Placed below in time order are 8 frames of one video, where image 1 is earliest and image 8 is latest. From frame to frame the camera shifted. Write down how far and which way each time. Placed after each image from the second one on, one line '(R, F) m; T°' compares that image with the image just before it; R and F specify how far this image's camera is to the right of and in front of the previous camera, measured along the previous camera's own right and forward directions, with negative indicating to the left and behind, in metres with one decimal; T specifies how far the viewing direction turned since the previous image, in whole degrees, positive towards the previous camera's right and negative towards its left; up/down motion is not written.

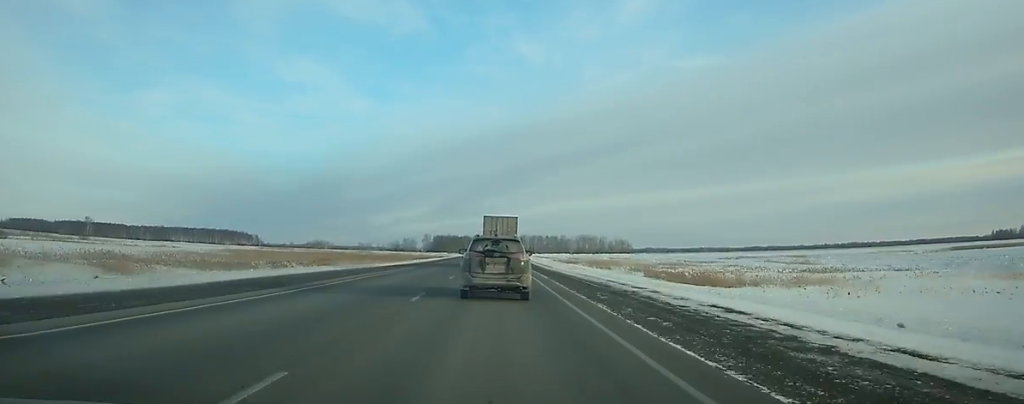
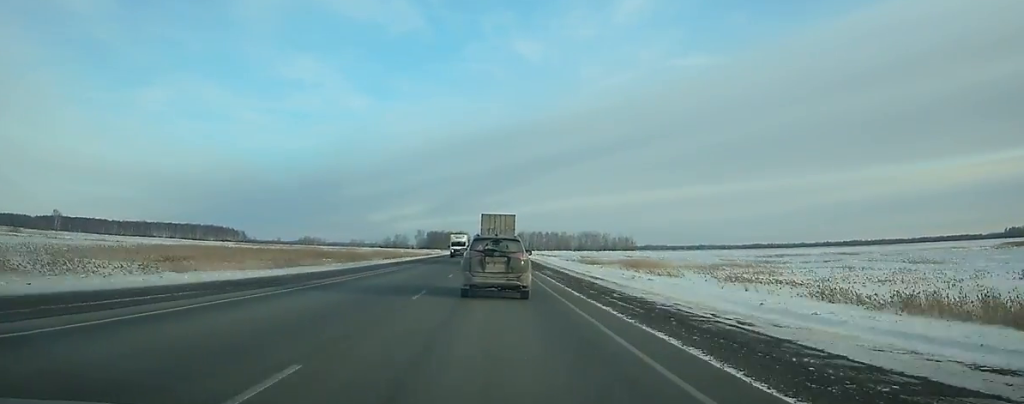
(0.0, +36.2) m; 0°
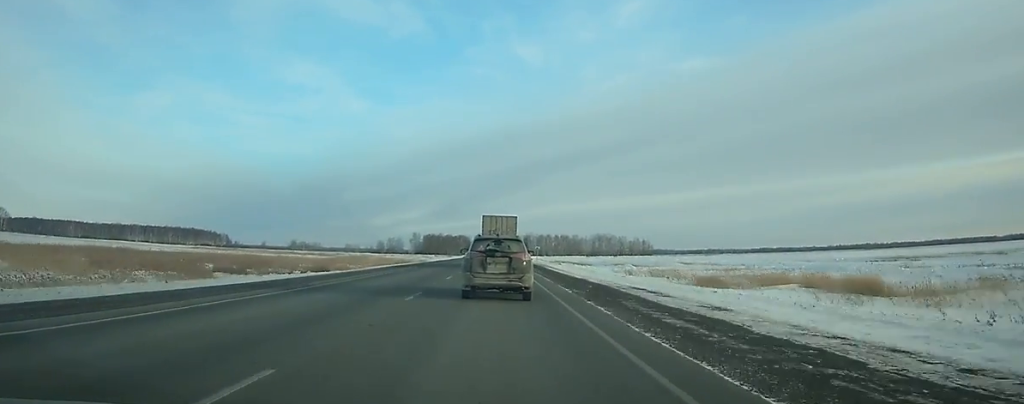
(+0.2, +59.3) m; 0°
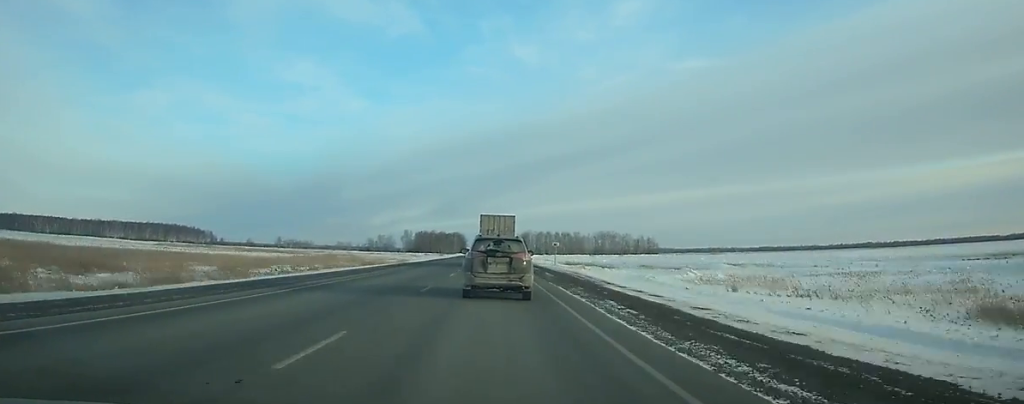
(0.0, +32.6) m; 0°
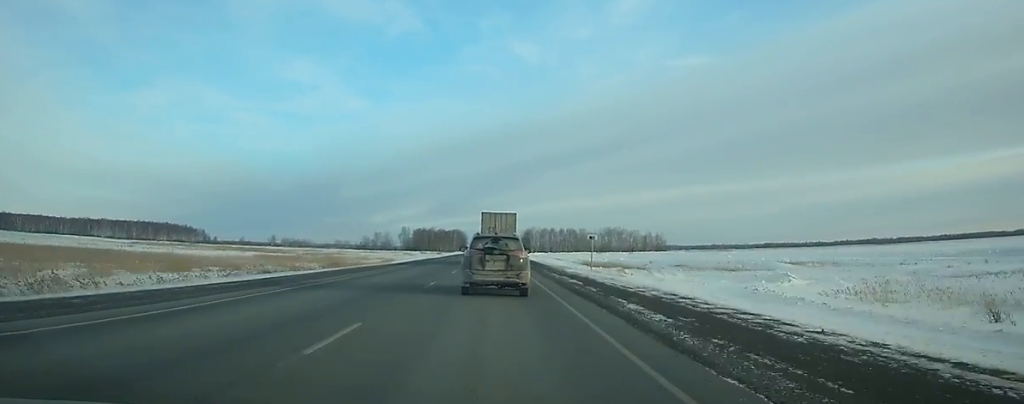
(-0.1, +23.0) m; 0°
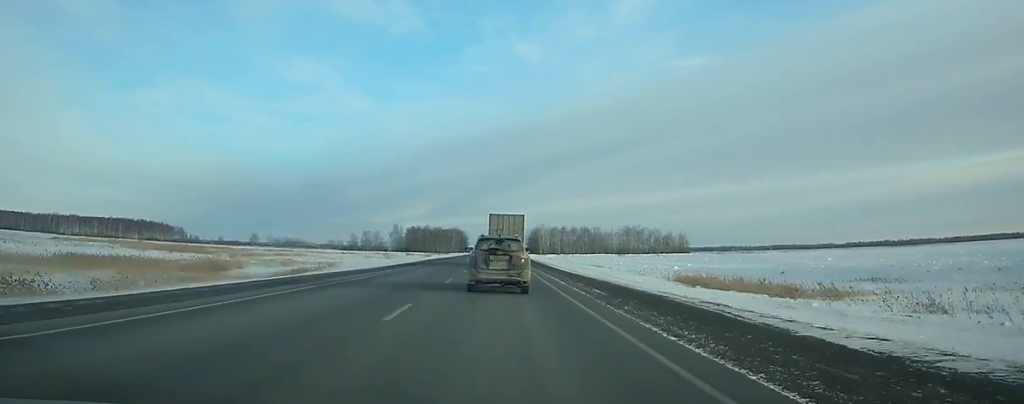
(-0.1, +55.7) m; 0°
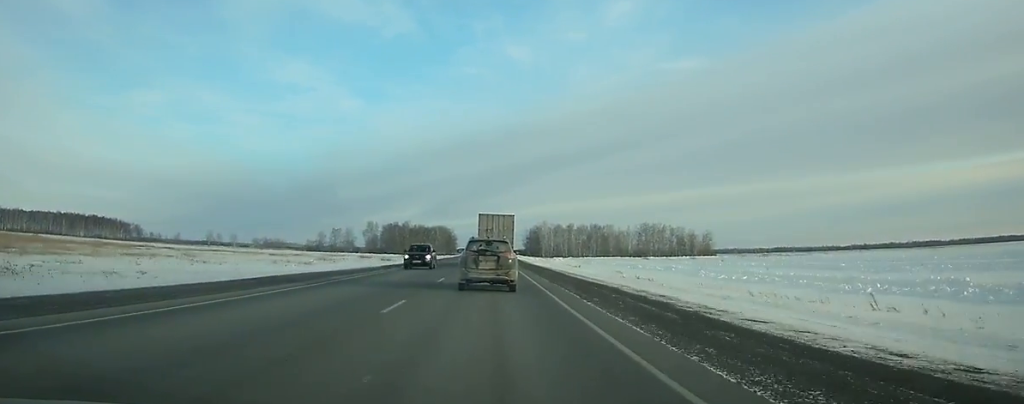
(+0.1, +71.5) m; 0°
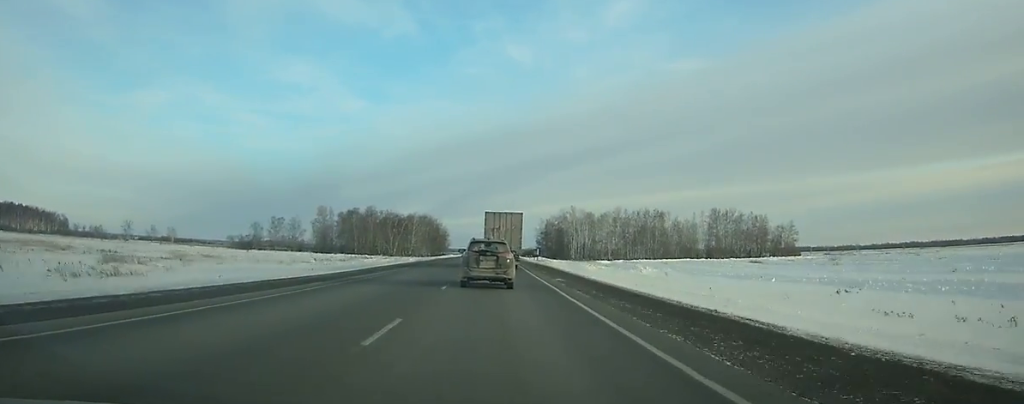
(+0.1, +112.6) m; 0°
